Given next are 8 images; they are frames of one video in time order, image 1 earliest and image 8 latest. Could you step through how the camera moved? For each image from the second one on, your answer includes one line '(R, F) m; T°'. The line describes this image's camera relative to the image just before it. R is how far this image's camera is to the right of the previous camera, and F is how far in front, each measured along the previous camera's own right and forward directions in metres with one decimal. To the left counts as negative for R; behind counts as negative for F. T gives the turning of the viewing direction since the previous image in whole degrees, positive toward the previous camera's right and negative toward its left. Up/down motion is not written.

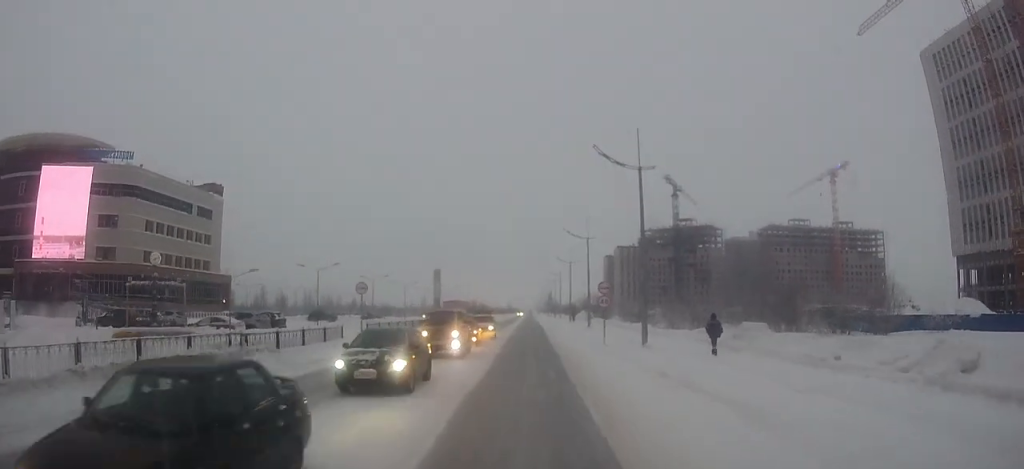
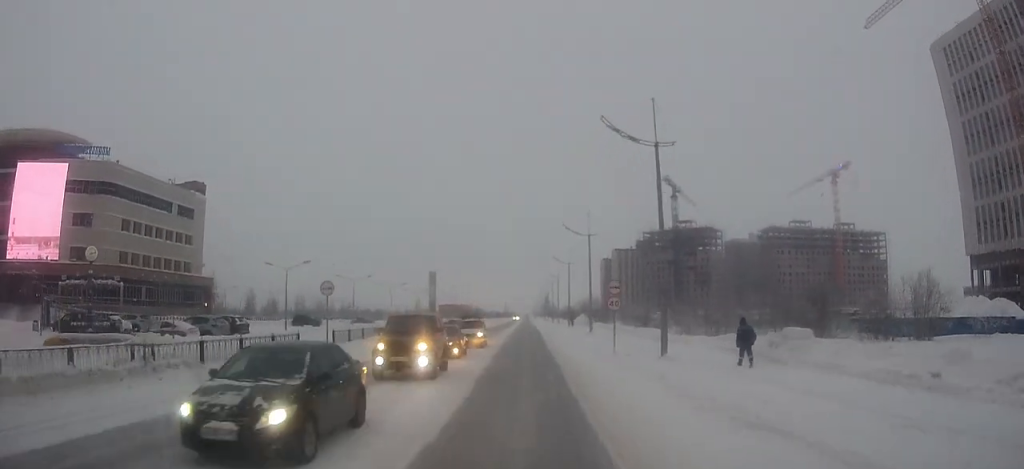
(0.0, +5.5) m; 0°
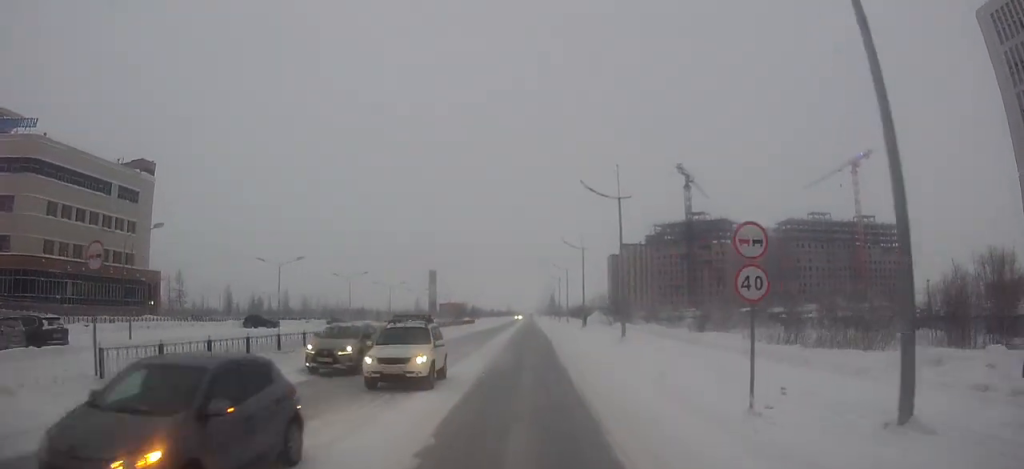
(0.0, +18.1) m; 0°
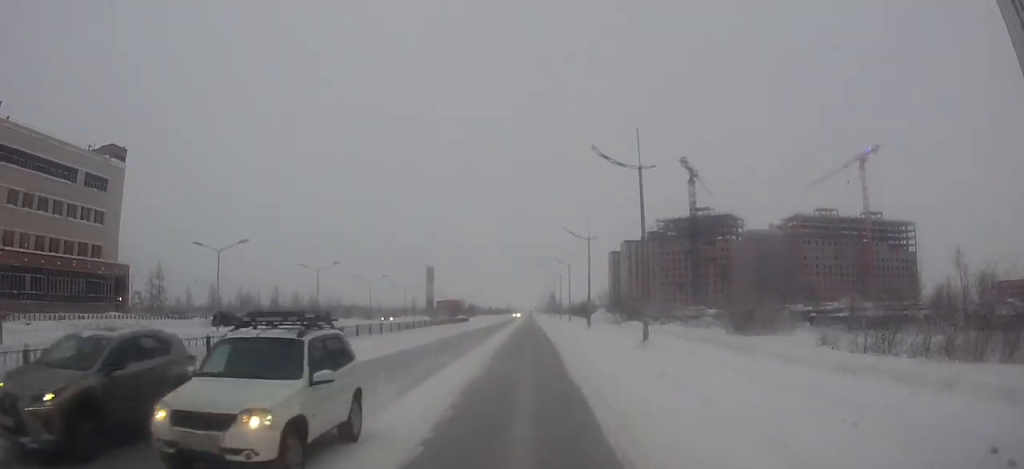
(0.0, +8.0) m; 0°
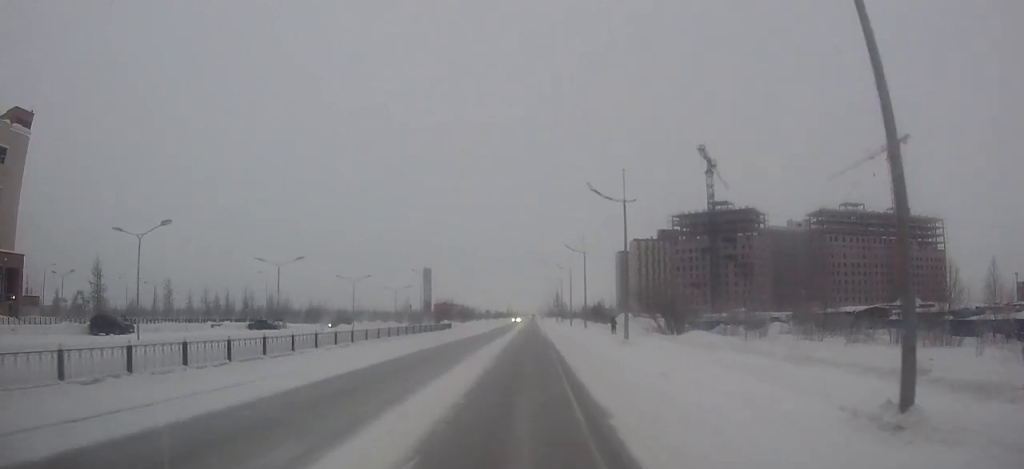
(0.0, +22.5) m; 0°
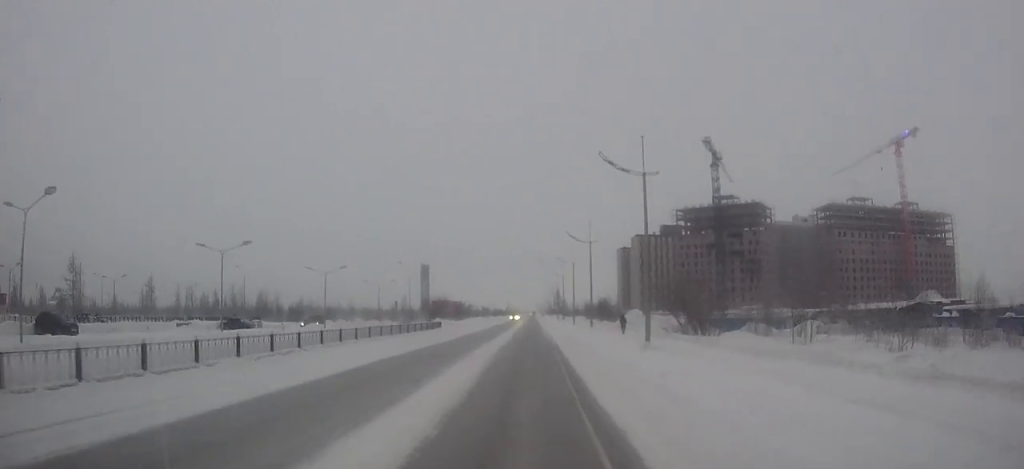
(+0.1, +7.1) m; 0°
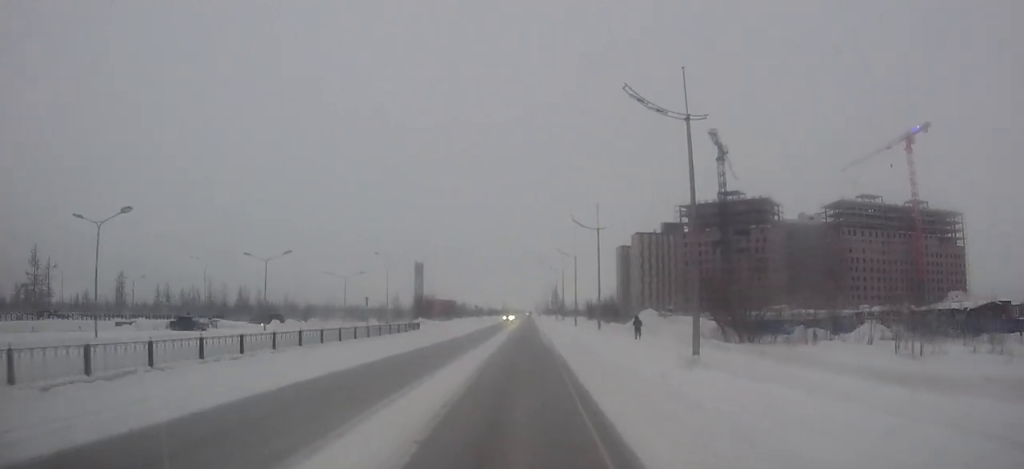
(0.0, +9.9) m; 0°
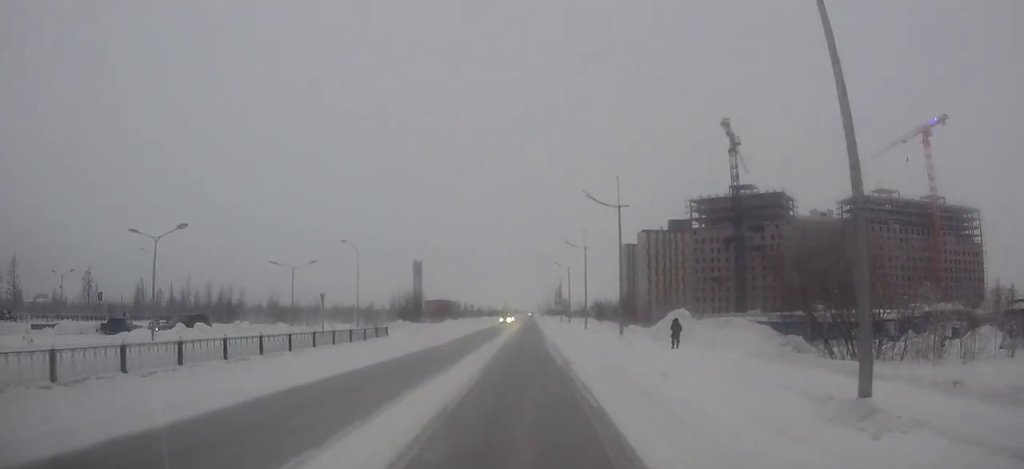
(0.0, +11.8) m; 0°
